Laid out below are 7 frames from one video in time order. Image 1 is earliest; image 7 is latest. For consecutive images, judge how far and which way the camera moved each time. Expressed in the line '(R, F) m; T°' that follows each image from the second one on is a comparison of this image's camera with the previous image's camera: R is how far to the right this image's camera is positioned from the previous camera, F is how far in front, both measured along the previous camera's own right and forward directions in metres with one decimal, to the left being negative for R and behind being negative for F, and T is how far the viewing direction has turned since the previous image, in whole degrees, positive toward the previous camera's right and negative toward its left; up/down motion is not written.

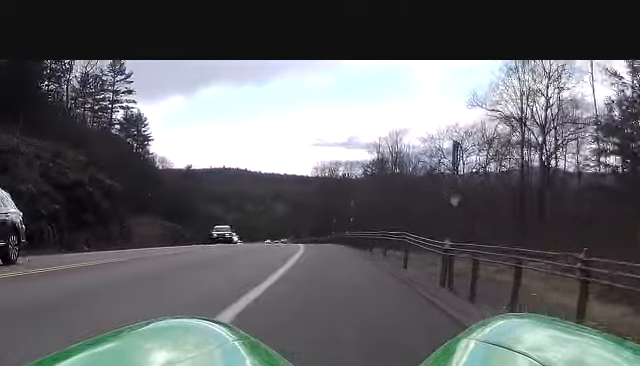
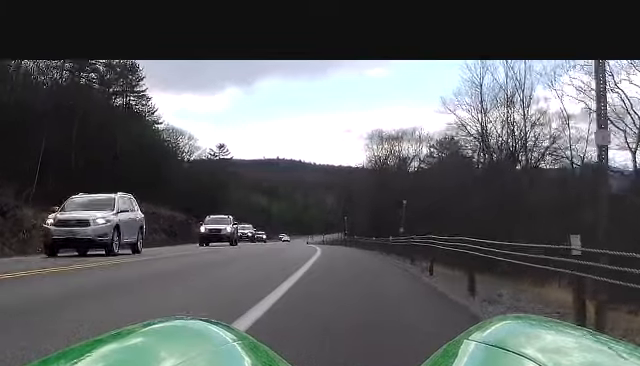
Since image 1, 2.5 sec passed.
(-0.6, +35.5) m; -6°
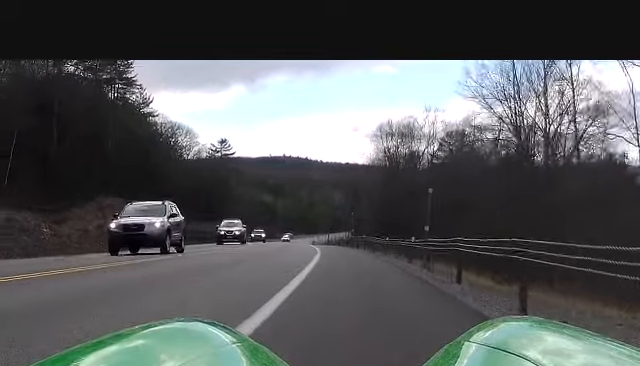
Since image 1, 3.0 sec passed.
(-0.5, +7.3) m; -3°
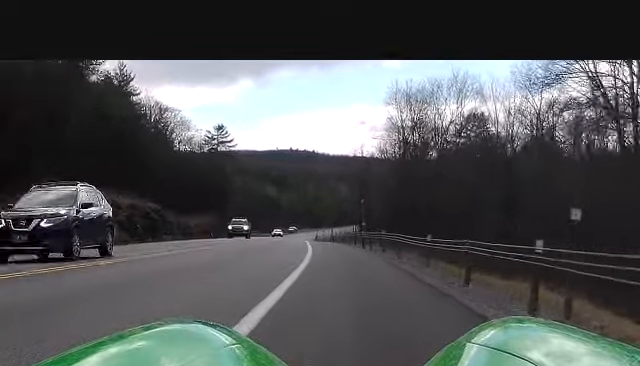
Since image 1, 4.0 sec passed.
(-0.4, +14.4) m; -1°
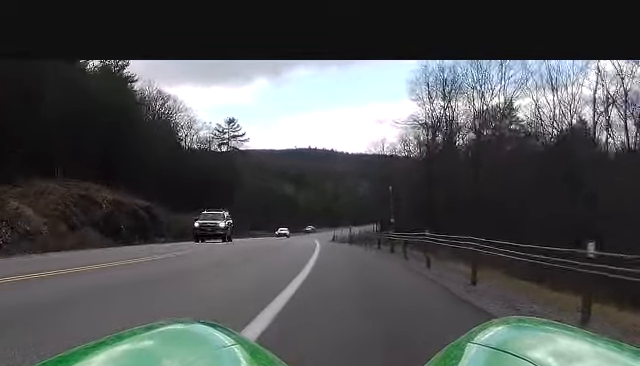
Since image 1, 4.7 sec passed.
(0.0, +10.7) m; 0°
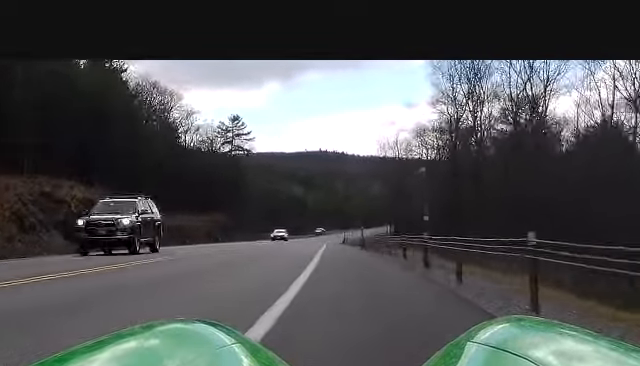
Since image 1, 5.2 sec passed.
(0.0, +8.8) m; 0°
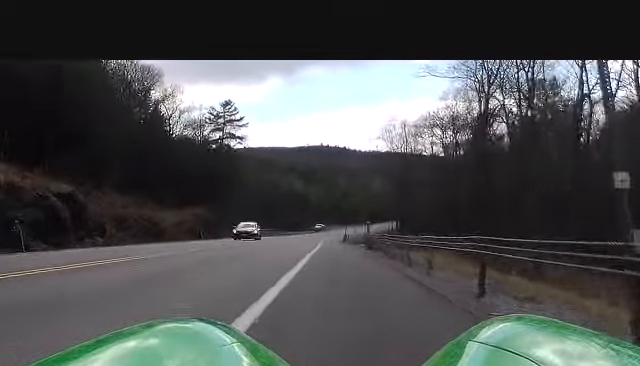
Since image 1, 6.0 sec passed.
(0.0, +12.7) m; 0°
